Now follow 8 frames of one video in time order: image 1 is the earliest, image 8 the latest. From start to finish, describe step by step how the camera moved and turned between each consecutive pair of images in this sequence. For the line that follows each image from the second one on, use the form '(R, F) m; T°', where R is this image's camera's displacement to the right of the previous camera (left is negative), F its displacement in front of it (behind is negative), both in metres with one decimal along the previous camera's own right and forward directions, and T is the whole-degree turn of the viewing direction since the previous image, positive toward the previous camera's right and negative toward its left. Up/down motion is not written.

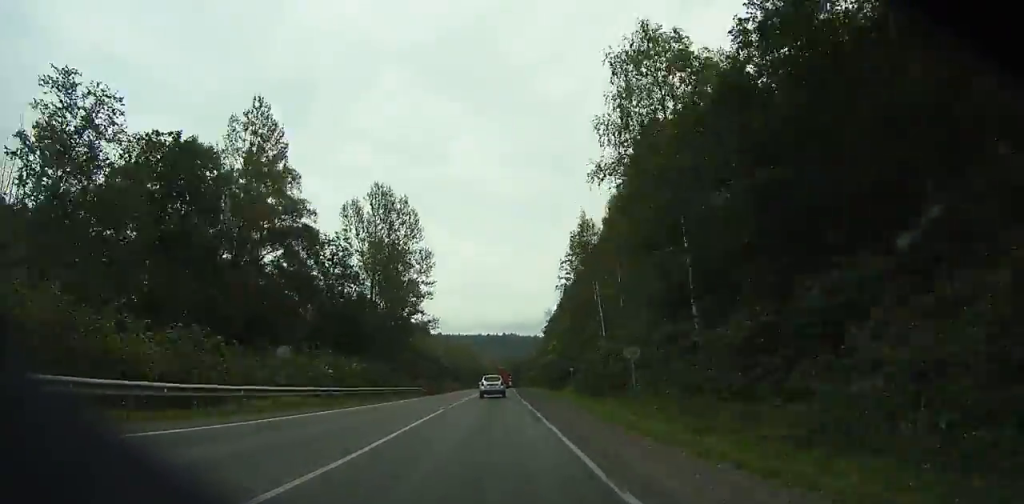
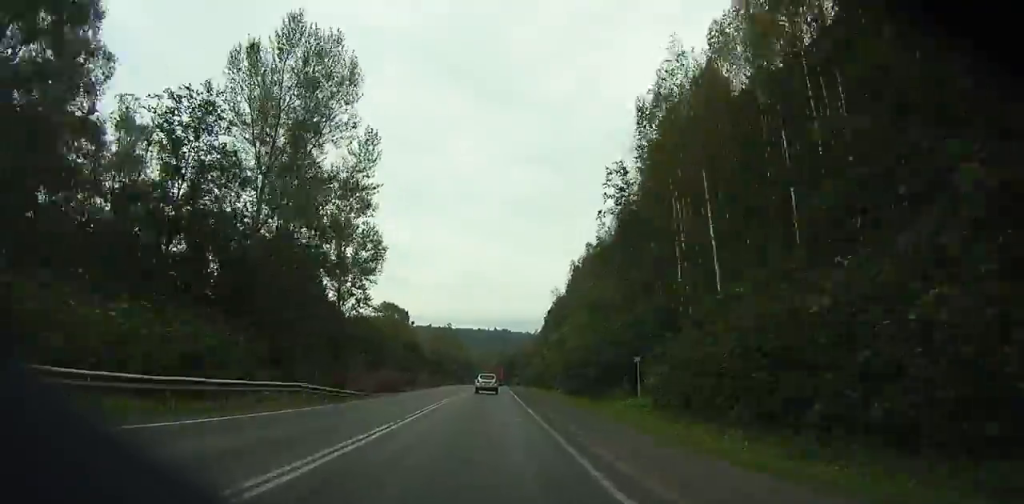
(-1.8, +36.5) m; +2°
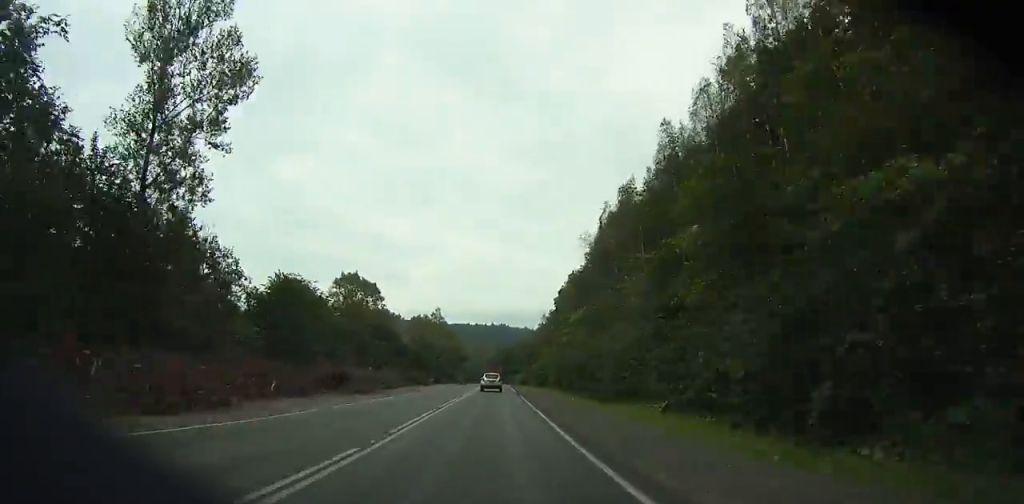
(+3.8, +31.2) m; +2°
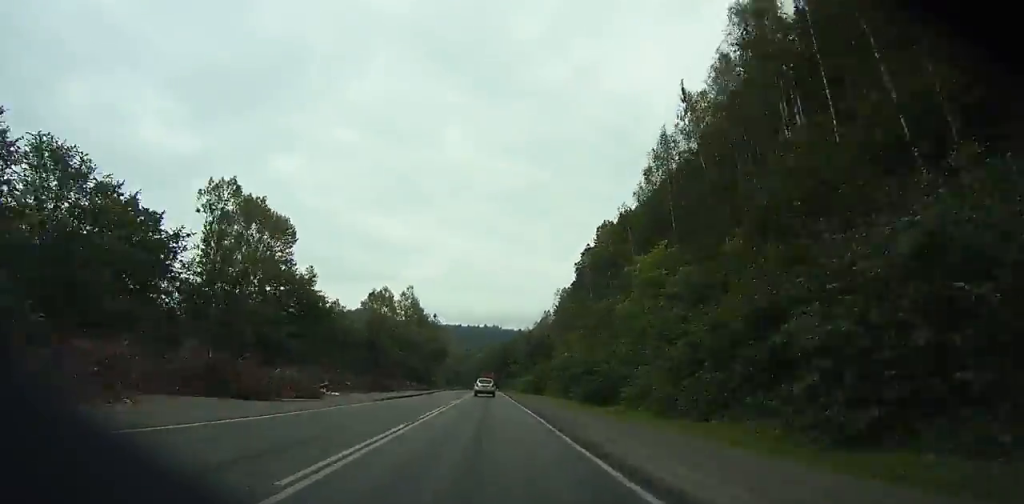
(+0.4, +46.1) m; 0°
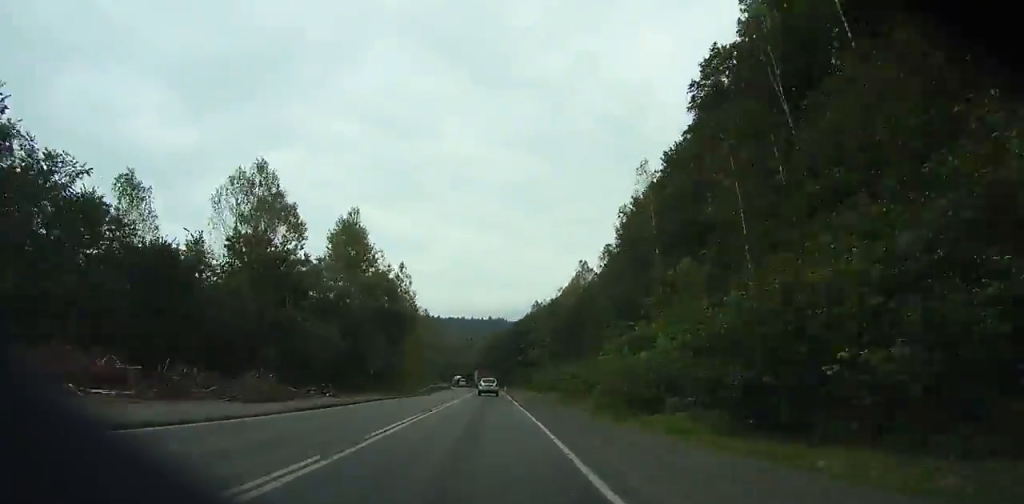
(-1.6, +61.0) m; -2°
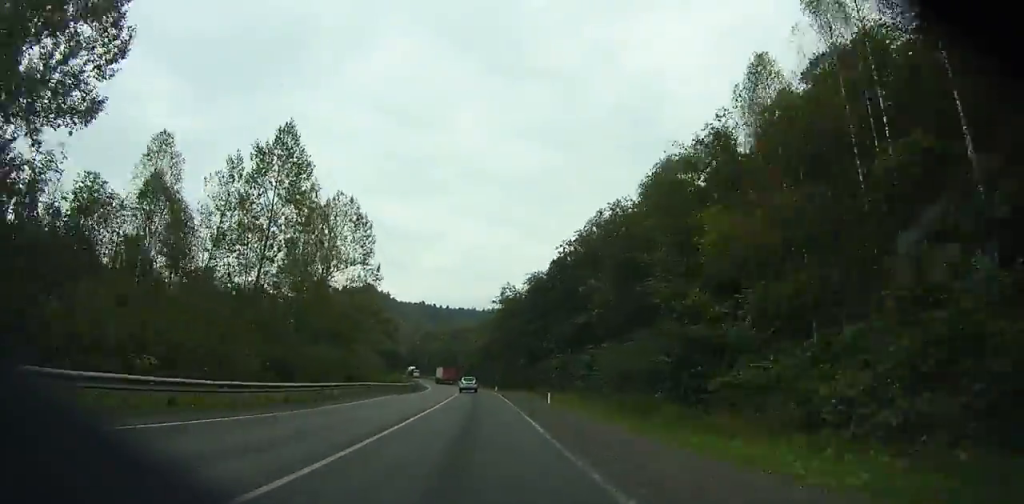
(-0.2, +82.2) m; -1°
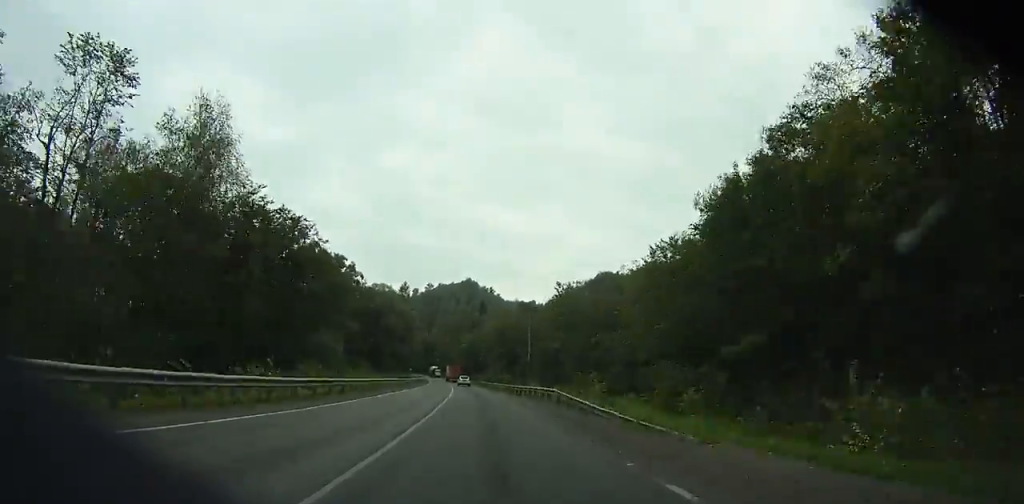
(-11.8, +149.4) m; -10°
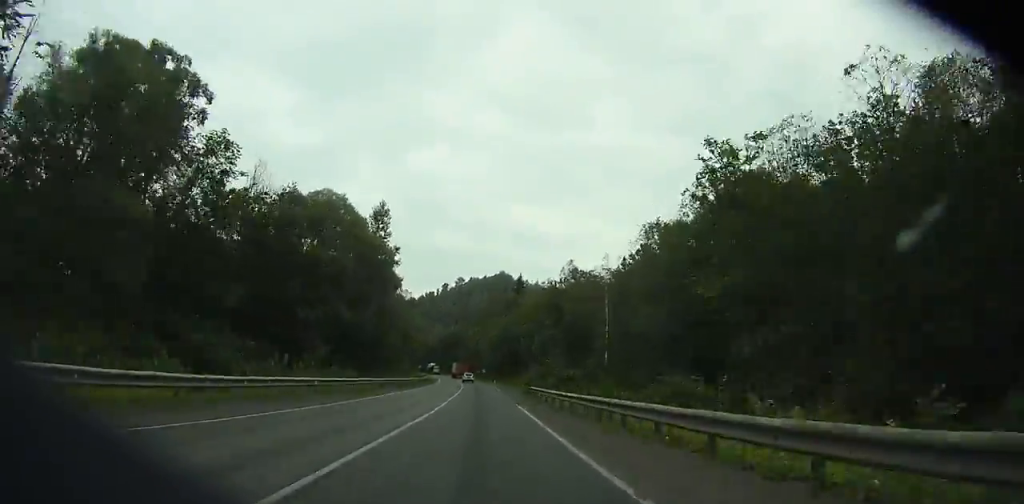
(-1.8, +60.9) m; -4°
